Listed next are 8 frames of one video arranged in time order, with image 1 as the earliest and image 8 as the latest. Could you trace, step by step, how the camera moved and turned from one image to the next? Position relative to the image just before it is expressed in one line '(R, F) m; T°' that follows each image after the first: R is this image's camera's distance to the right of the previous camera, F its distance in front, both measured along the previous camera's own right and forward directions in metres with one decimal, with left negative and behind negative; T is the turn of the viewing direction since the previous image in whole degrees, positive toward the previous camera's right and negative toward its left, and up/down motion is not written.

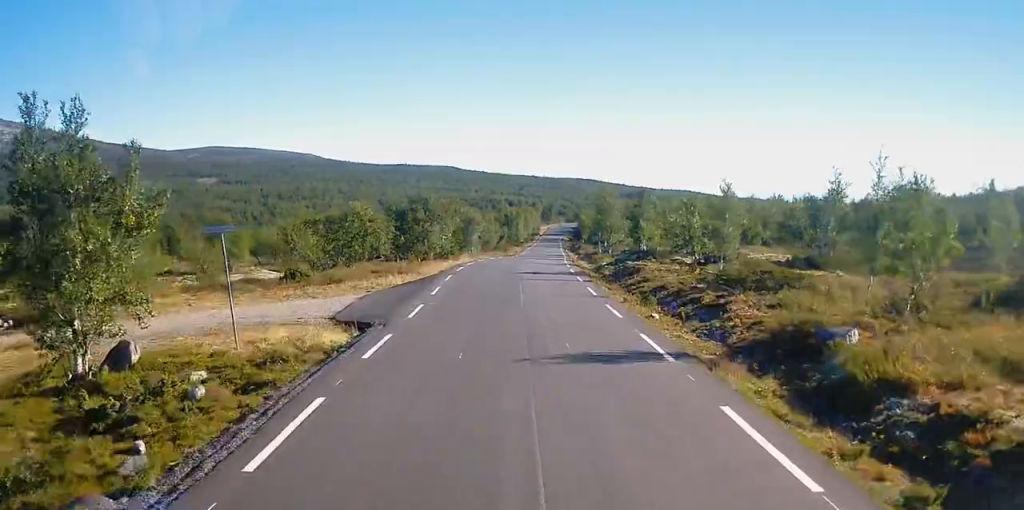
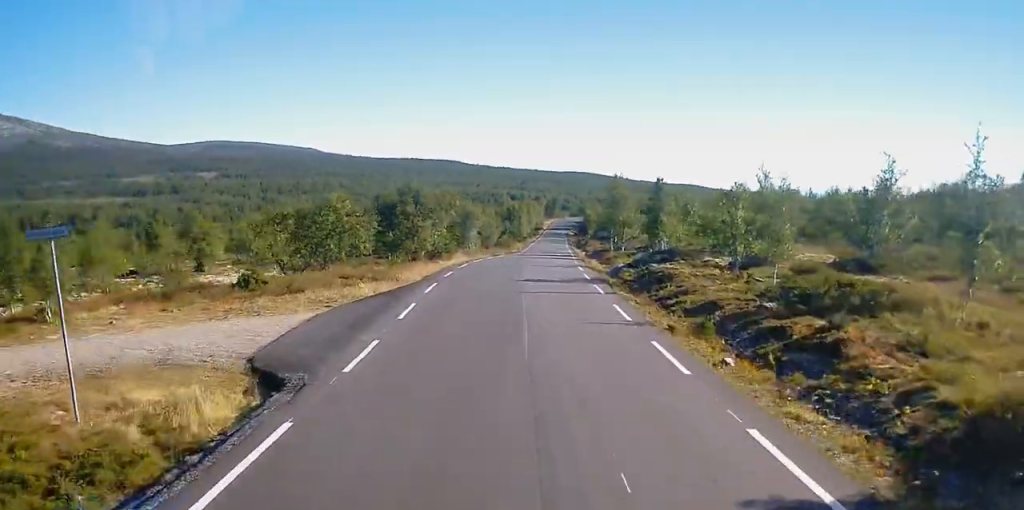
(0.0, +7.2) m; 0°
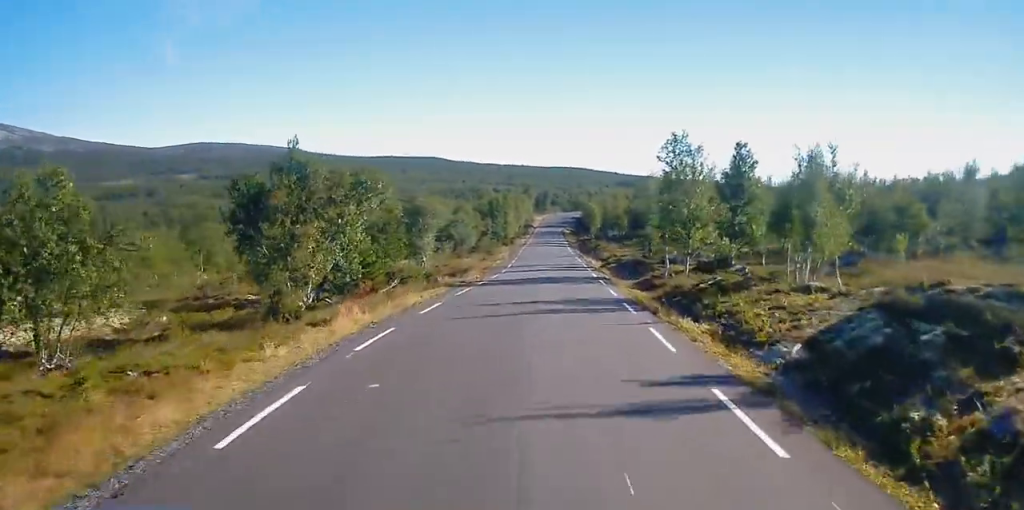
(+0.3, +28.2) m; +1°
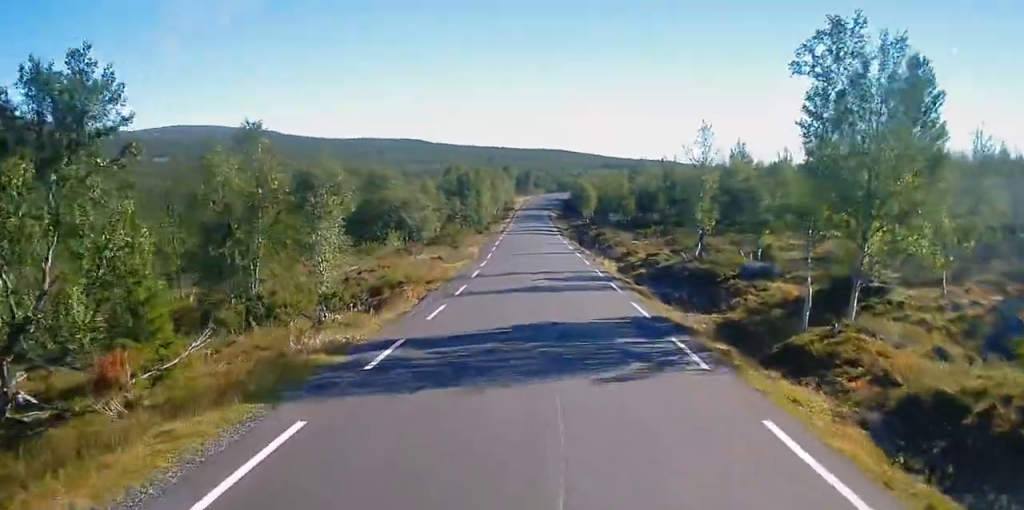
(0.0, +19.9) m; +1°
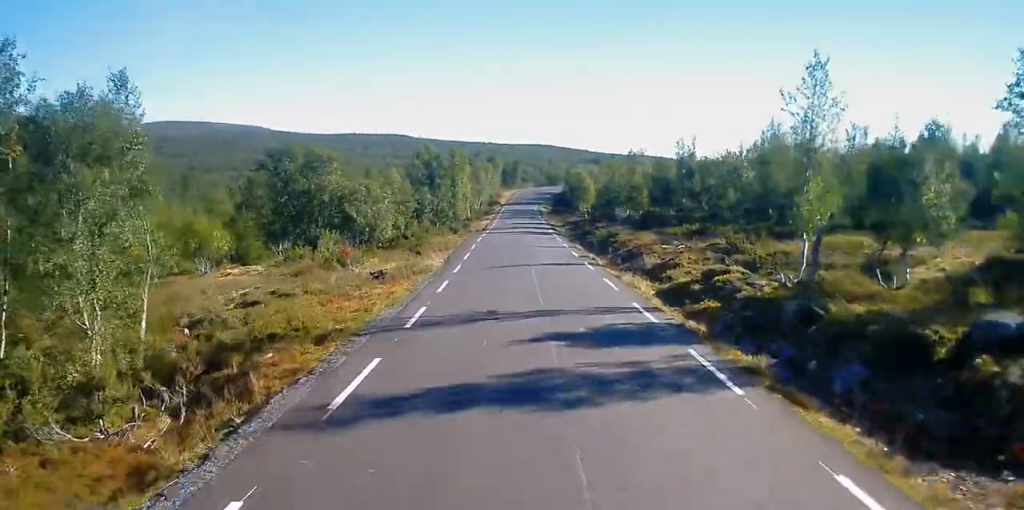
(+0.2, +14.2) m; +1°
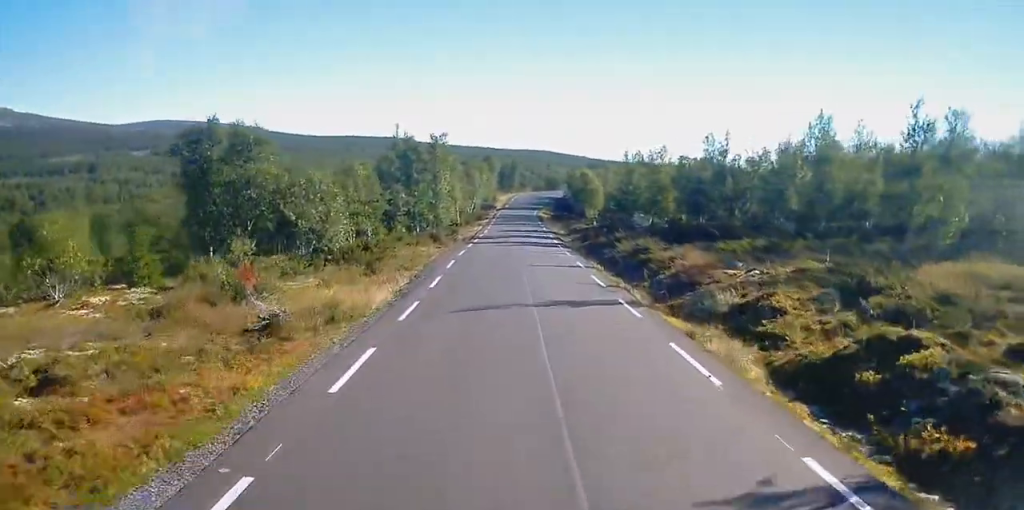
(+0.3, +11.4) m; 0°
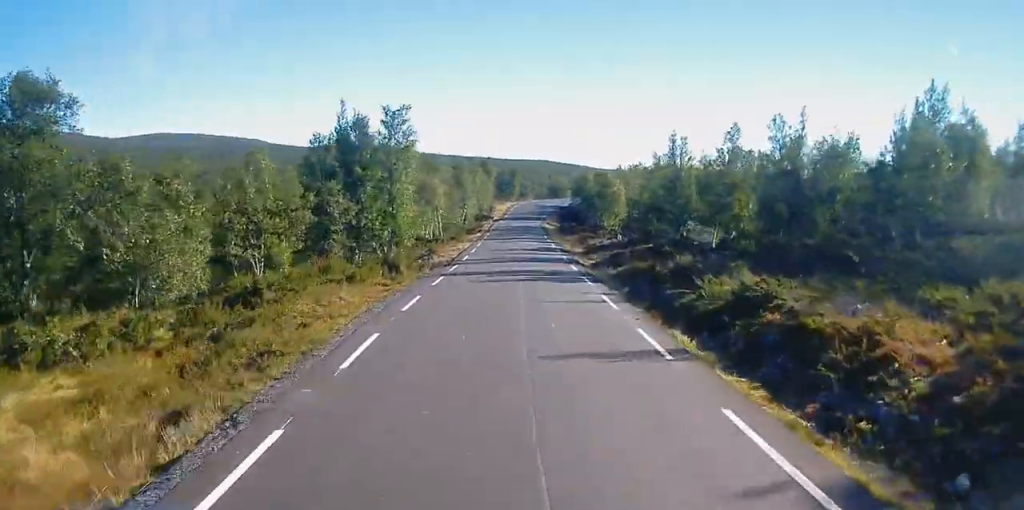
(-0.4, +16.4) m; -1°
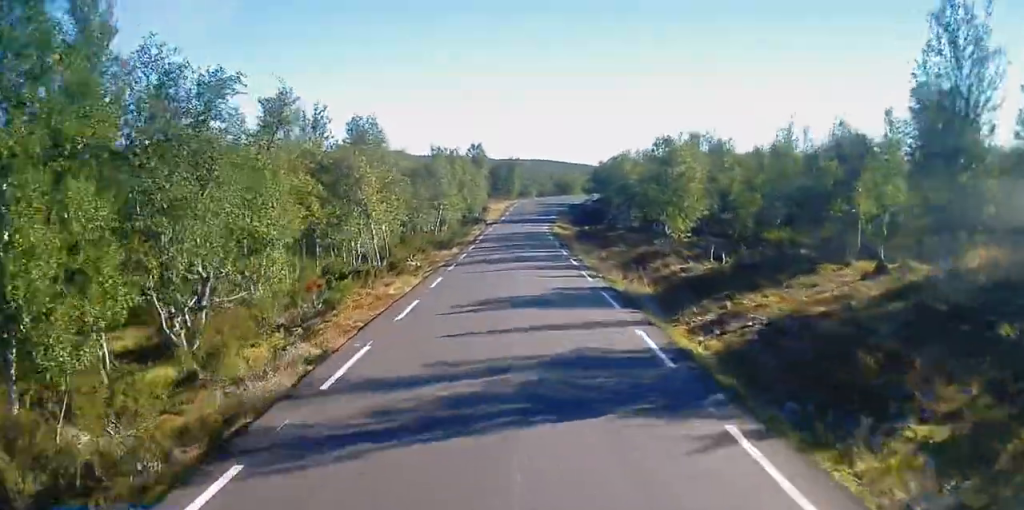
(+0.2, +24.7) m; +1°
